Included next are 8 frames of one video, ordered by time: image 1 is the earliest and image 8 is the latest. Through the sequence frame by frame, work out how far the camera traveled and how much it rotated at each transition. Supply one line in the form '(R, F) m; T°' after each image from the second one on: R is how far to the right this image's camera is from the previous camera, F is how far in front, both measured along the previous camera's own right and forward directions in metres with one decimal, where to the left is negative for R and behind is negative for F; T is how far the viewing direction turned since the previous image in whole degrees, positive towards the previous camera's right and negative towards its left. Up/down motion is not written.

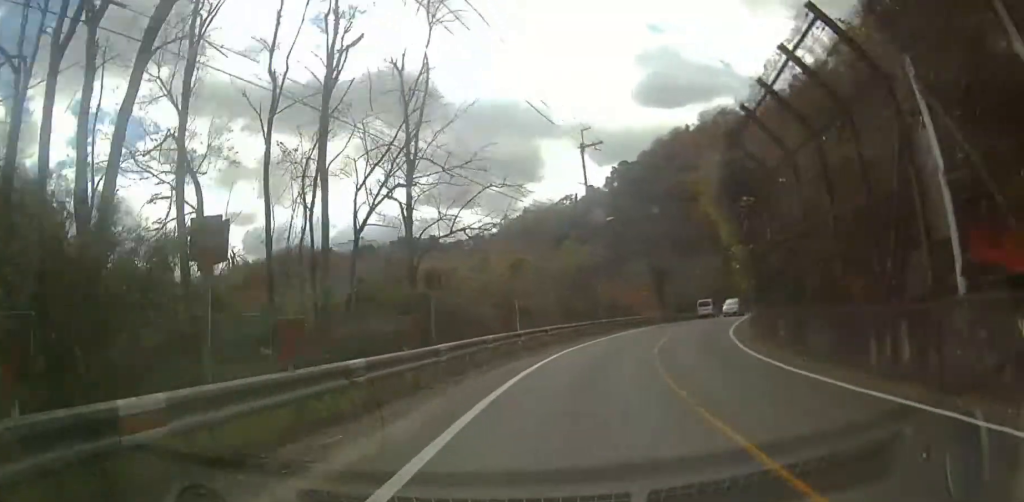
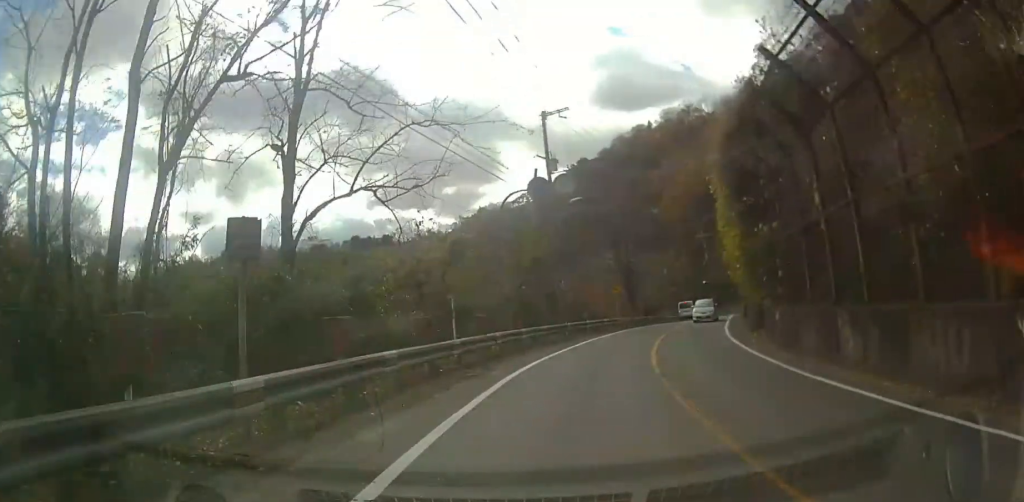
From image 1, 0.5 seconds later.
(0.0, +6.0) m; 0°
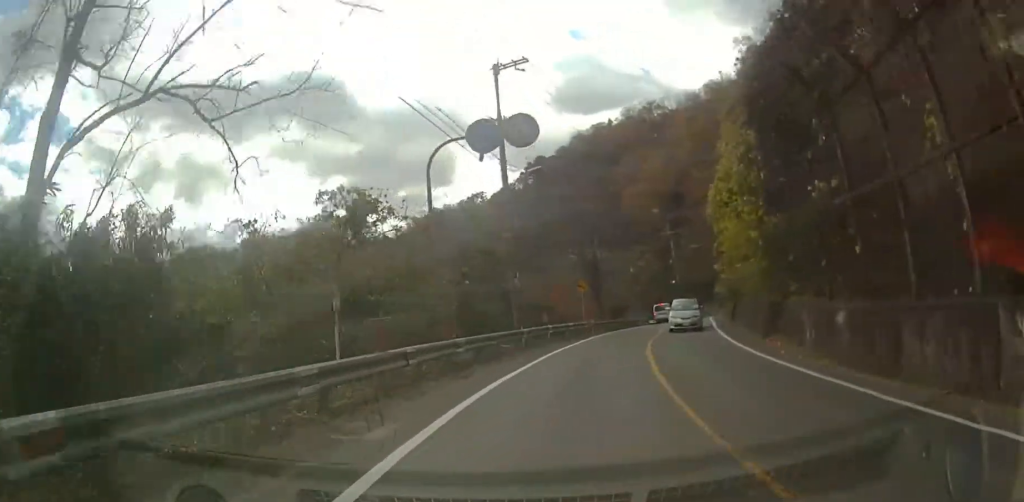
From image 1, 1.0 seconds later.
(0.0, +5.8) m; 0°
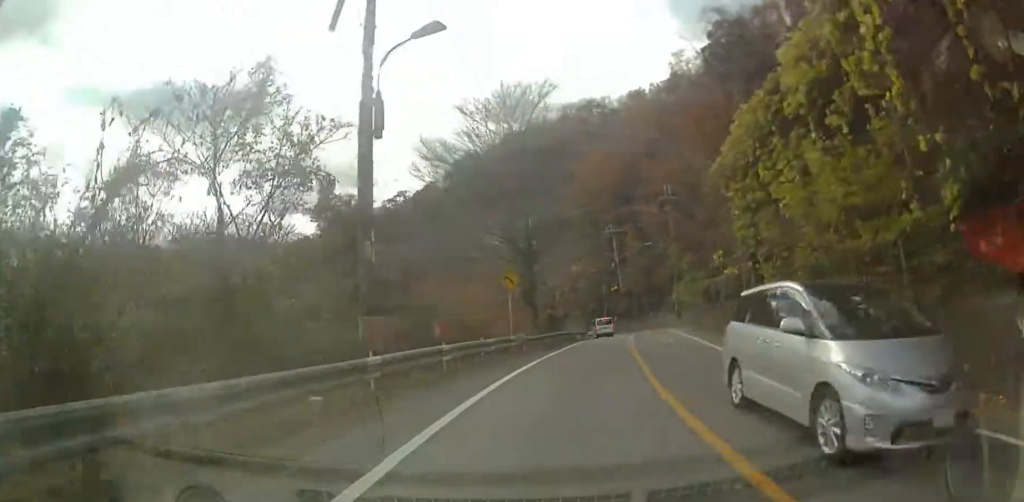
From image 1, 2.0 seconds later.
(+0.1, +10.4) m; +17°
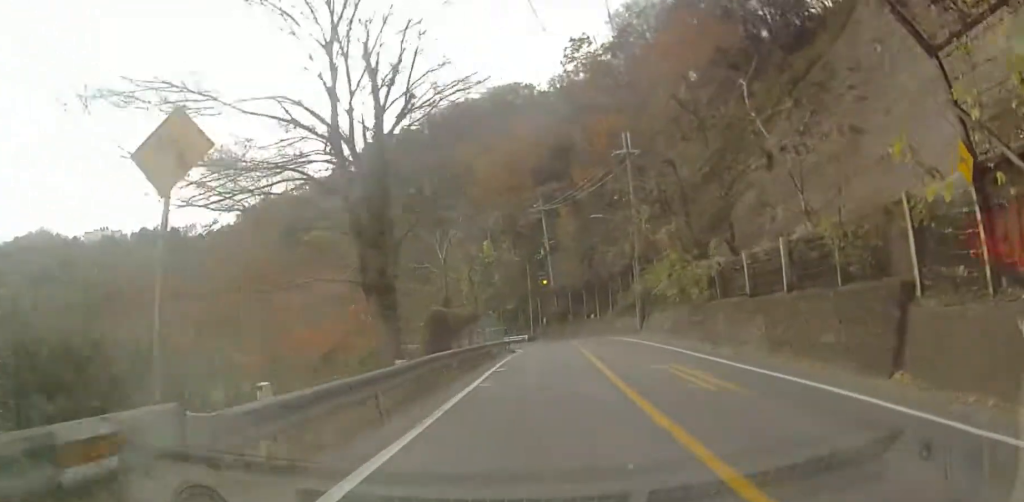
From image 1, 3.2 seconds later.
(+4.4, +13.4) m; +24°
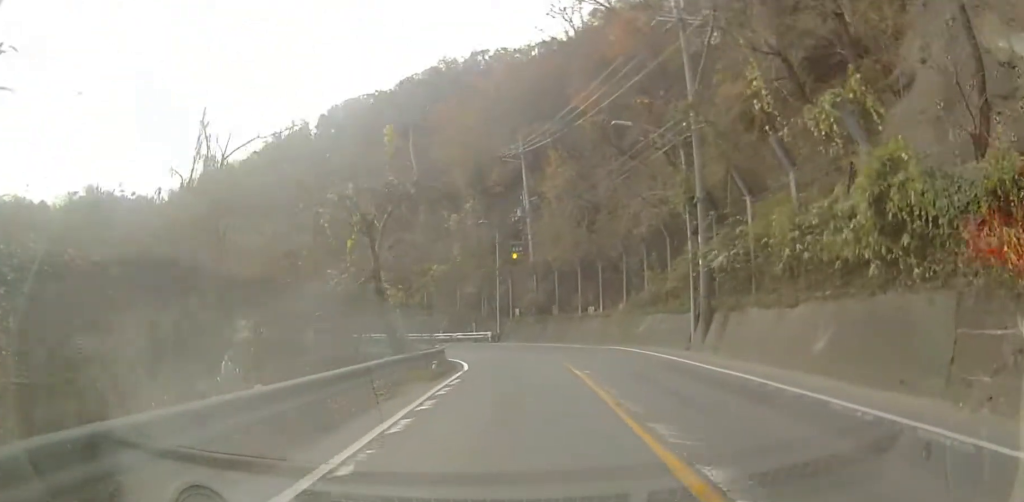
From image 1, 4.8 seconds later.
(0.0, +17.5) m; 0°
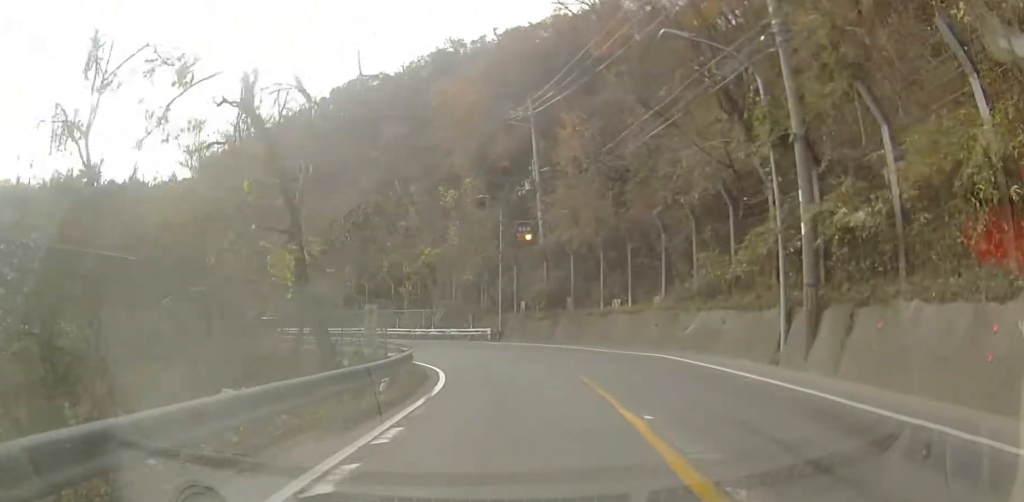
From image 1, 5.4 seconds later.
(0.0, +7.0) m; 0°
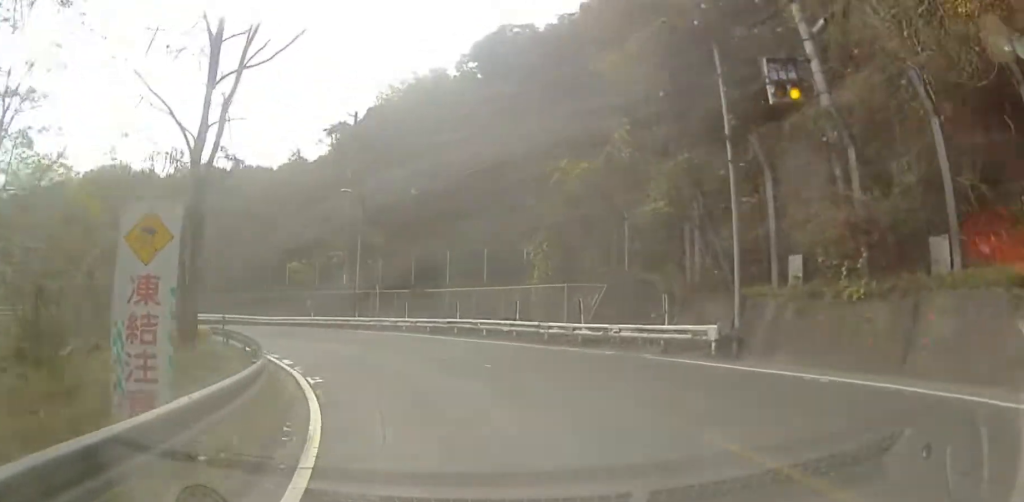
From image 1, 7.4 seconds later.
(0.0, +21.6) m; 0°
